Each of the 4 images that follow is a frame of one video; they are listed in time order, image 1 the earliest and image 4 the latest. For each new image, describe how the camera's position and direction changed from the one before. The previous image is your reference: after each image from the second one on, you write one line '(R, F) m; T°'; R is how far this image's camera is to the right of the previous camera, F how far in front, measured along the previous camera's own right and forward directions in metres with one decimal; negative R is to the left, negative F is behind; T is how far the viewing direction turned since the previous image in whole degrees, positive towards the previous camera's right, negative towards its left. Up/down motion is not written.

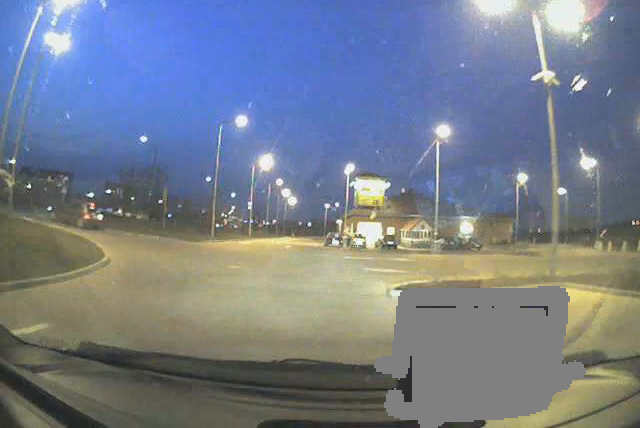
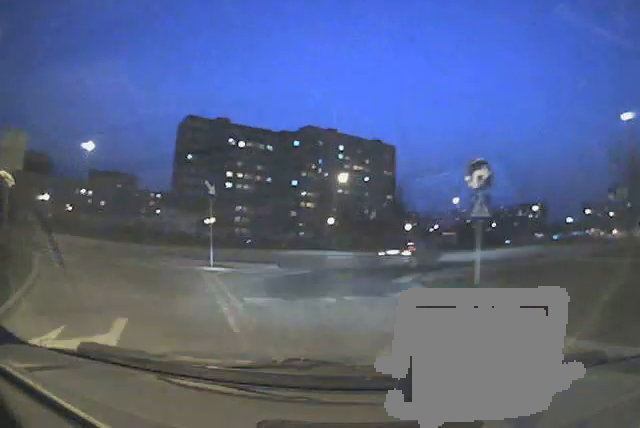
(-5.7, +18.3) m; -57°
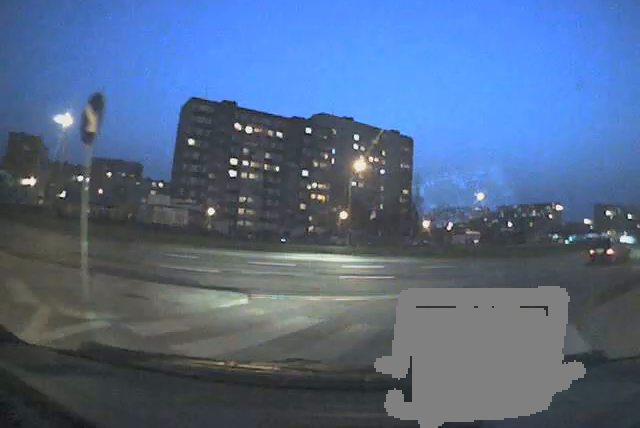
(-1.6, +8.2) m; -18°
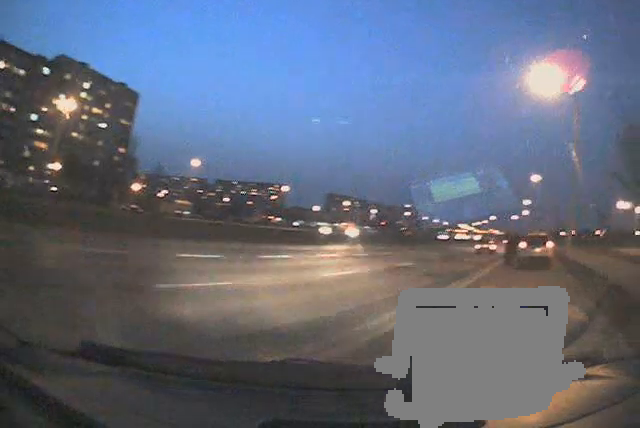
(0.0, +10.4) m; +21°
